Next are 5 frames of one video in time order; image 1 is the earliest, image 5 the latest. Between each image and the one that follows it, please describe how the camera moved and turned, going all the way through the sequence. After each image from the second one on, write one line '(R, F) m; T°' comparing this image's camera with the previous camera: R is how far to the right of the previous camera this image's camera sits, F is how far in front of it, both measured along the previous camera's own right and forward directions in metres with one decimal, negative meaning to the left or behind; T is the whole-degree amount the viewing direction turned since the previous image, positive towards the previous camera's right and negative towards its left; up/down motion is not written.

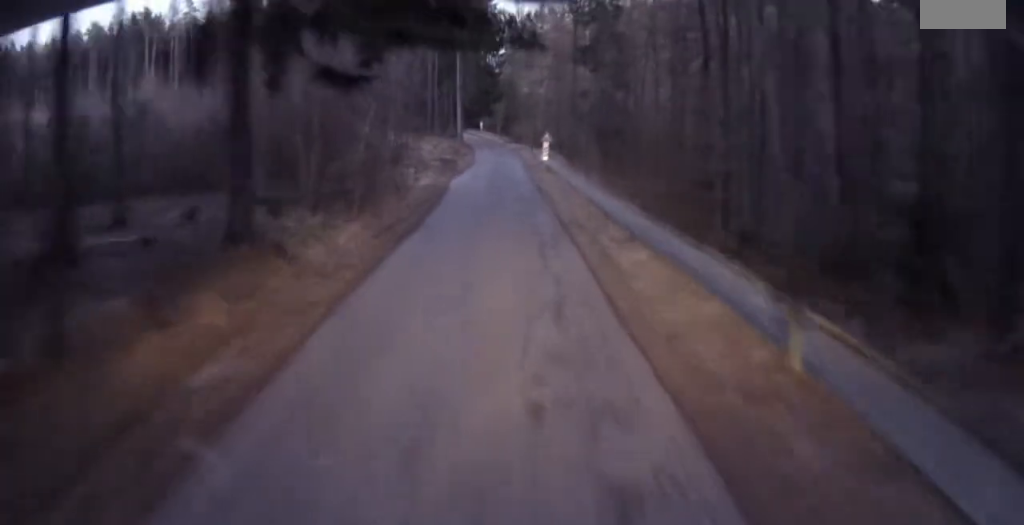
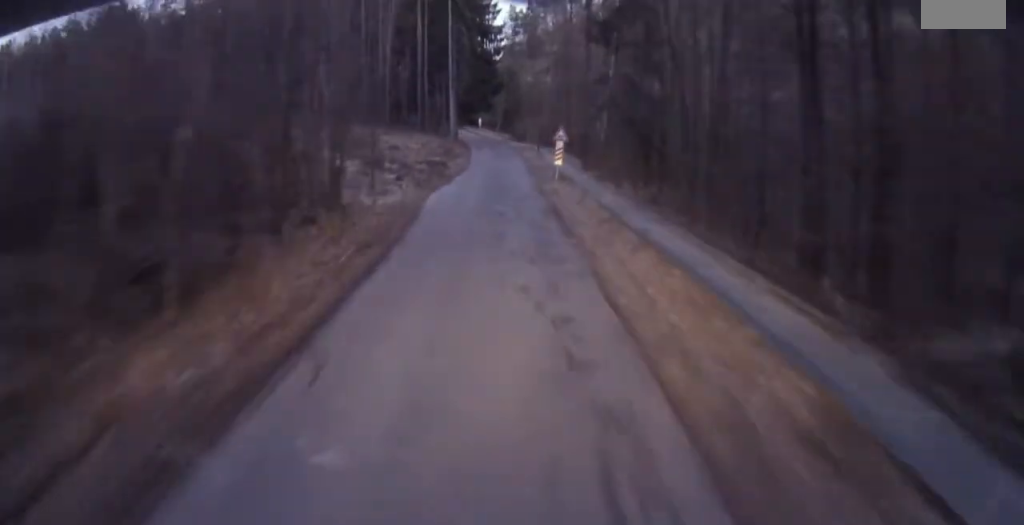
(+0.2, +12.6) m; +1°
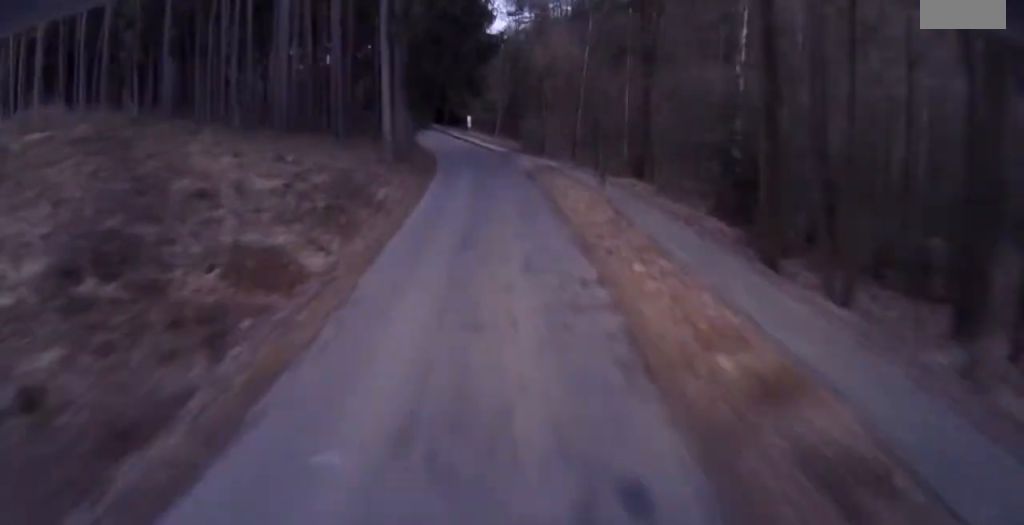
(-1.3, +45.2) m; -1°
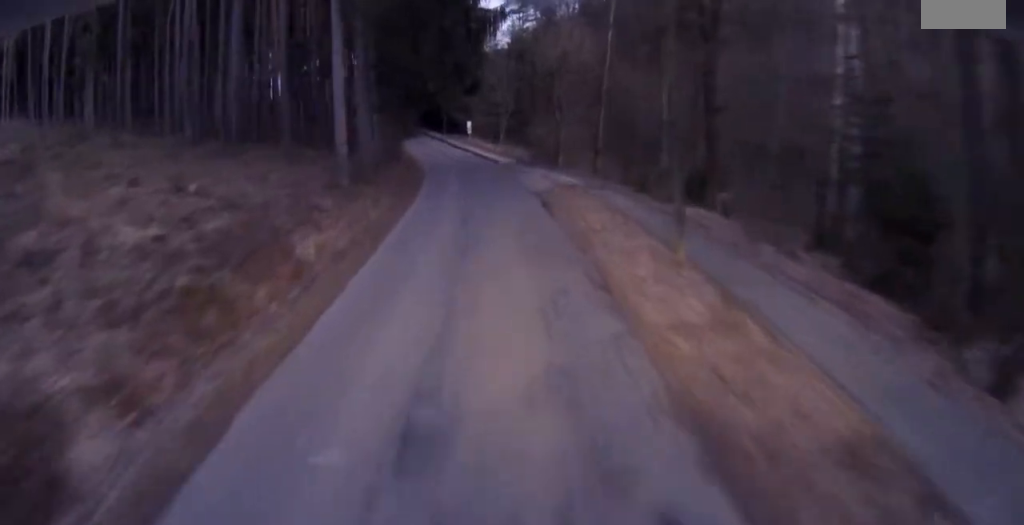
(+0.1, +10.5) m; 0°
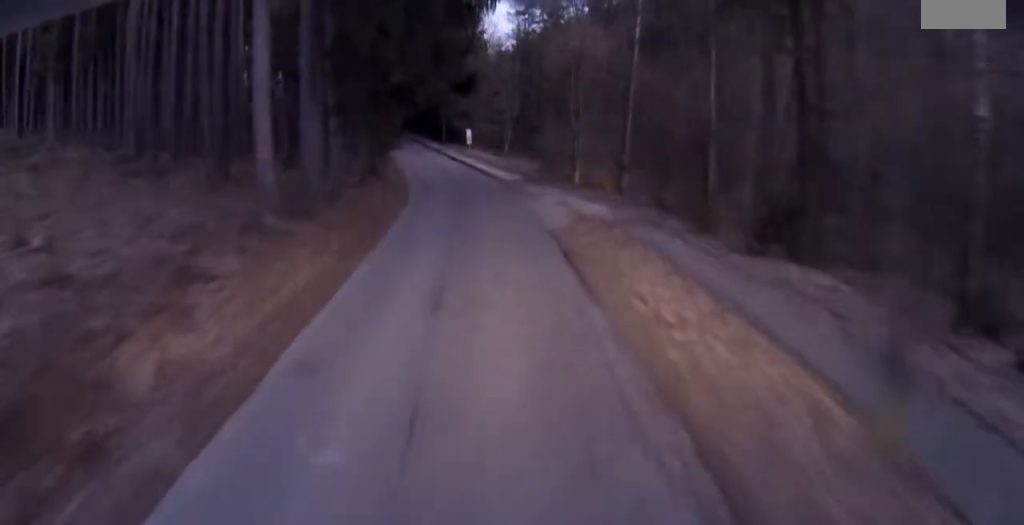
(+0.2, +8.3) m; 0°
